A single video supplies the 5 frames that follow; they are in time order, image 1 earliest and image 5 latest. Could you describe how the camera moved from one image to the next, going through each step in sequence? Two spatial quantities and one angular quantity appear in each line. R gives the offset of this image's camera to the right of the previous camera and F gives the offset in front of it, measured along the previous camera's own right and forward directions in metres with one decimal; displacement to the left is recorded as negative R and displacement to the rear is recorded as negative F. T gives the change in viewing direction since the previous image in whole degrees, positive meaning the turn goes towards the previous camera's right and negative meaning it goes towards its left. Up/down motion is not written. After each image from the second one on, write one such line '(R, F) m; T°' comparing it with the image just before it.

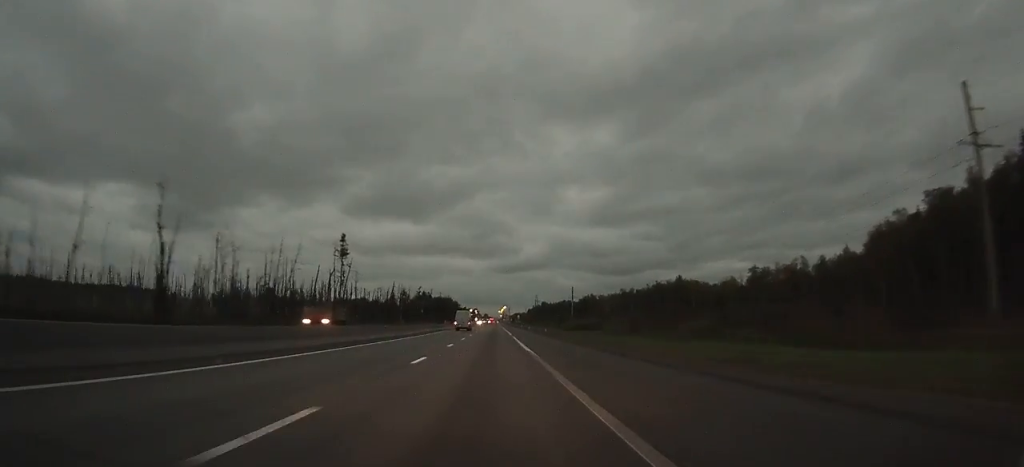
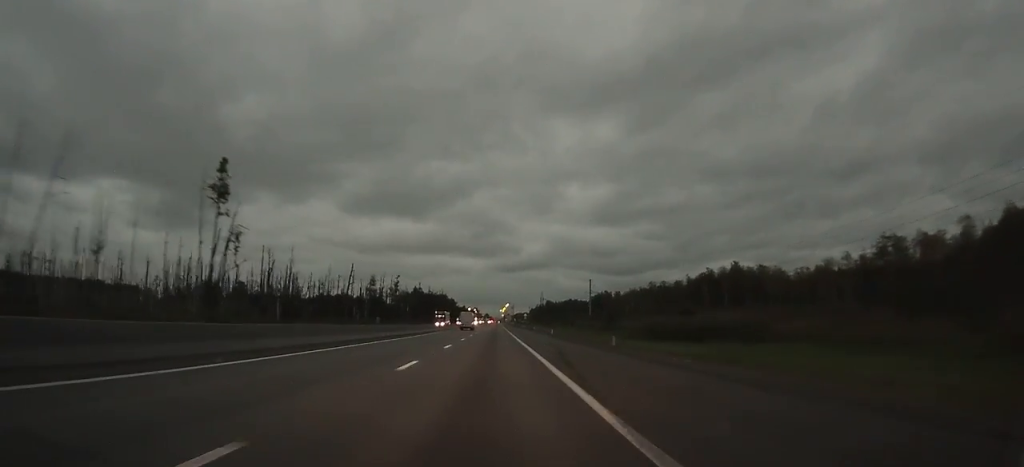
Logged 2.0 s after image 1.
(-0.1, +51.0) m; 0°
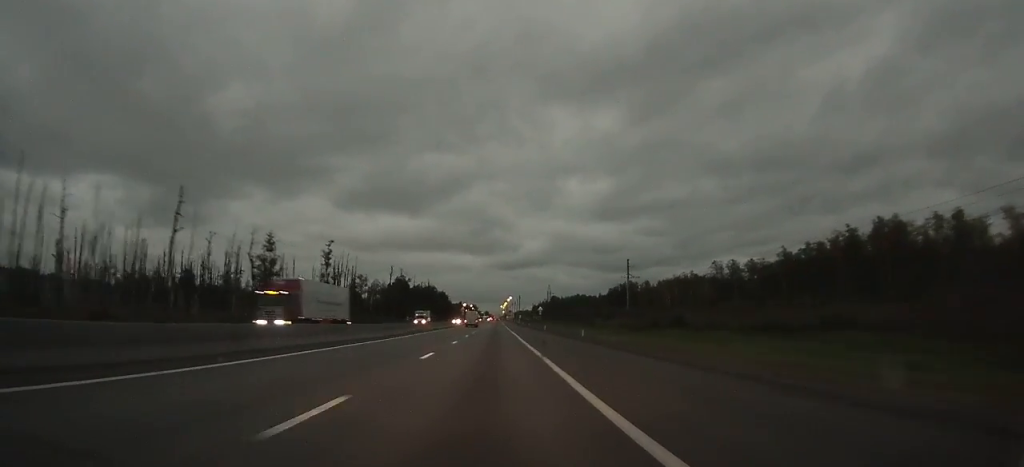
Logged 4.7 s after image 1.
(0.0, +68.6) m; 0°
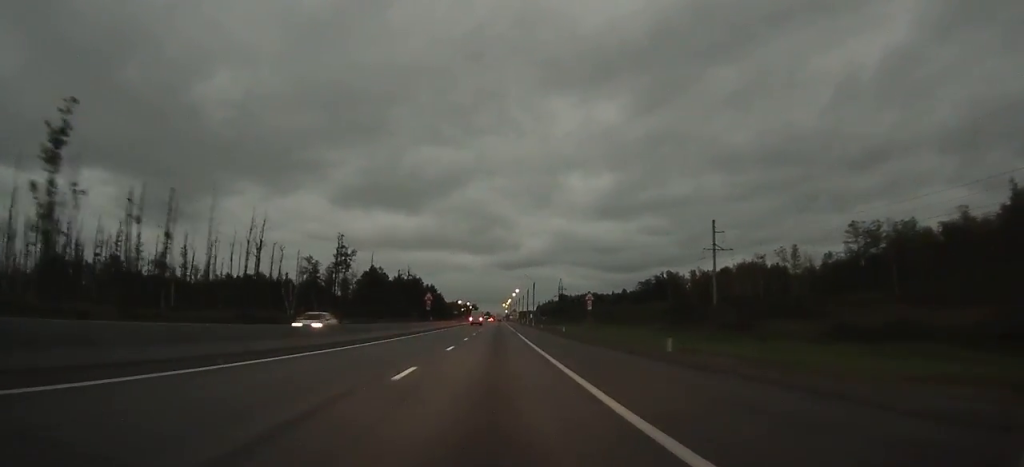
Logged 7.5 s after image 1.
(-0.1, +66.5) m; 0°
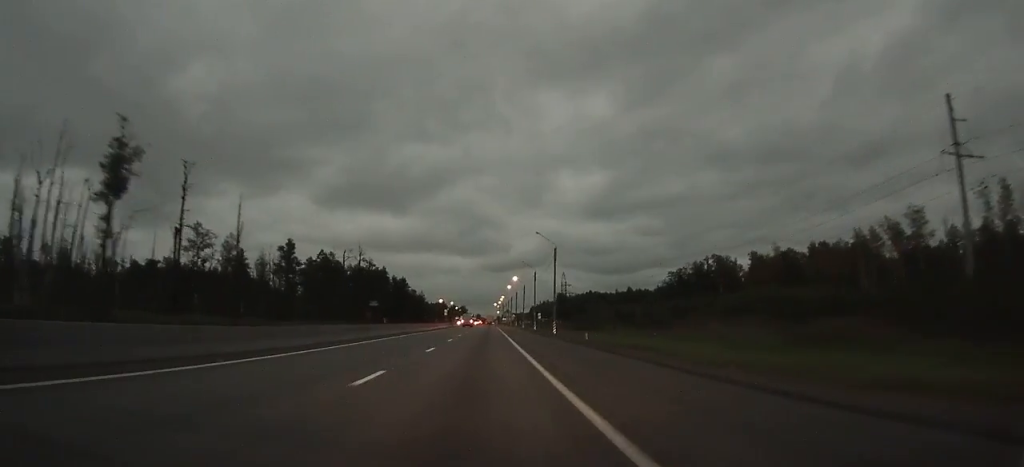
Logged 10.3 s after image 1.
(+0.1, +64.3) m; 0°
